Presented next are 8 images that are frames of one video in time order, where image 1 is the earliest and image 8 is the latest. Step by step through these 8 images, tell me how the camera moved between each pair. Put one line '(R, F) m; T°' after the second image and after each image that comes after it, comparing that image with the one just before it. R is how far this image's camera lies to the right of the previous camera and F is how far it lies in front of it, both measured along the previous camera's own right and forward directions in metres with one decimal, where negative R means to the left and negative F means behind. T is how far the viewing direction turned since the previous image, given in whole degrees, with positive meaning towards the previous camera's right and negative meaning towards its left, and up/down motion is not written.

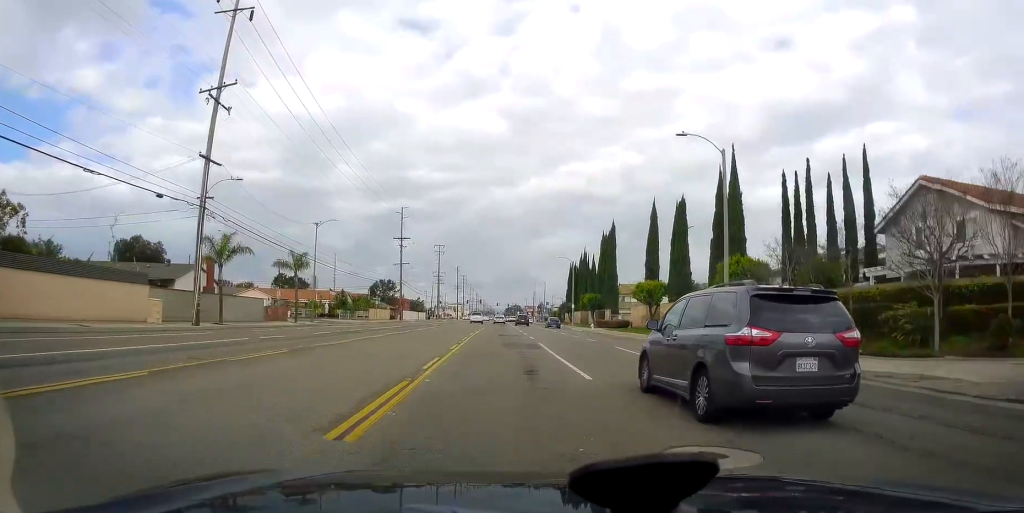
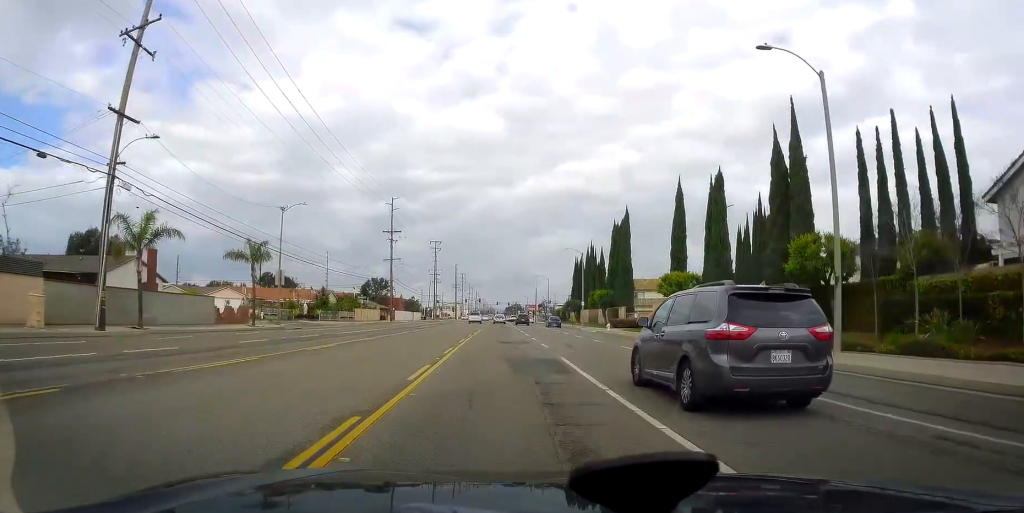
(+0.4, +9.8) m; +2°
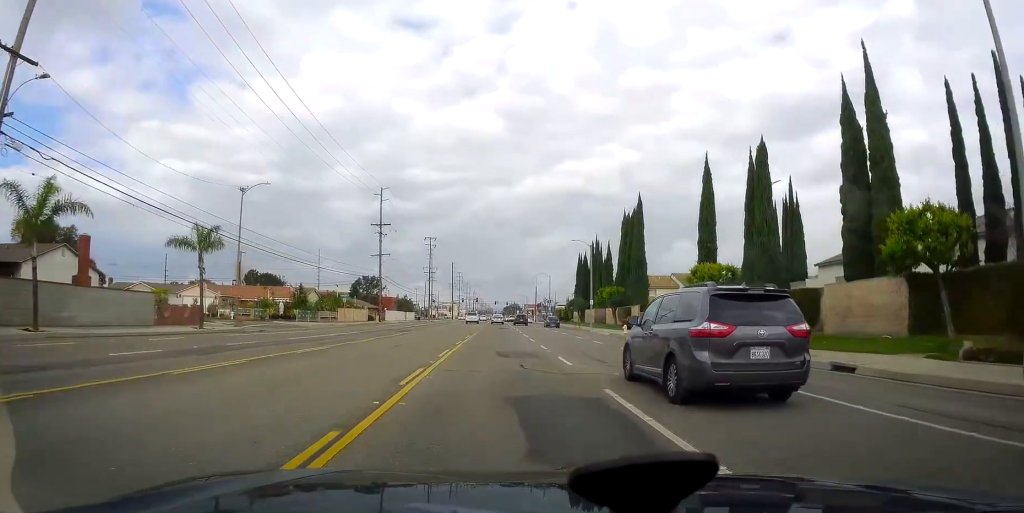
(0.0, +8.1) m; 0°
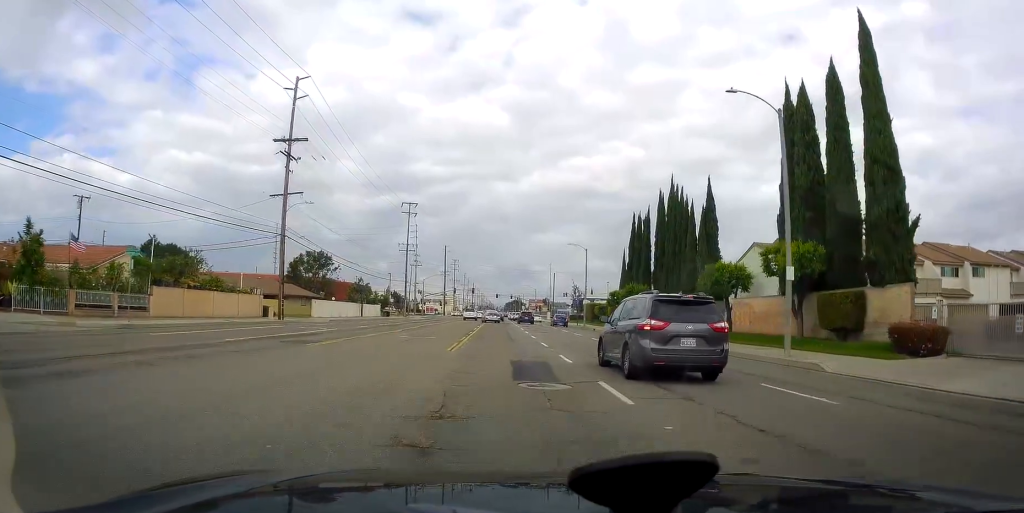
(0.0, +45.0) m; -2°
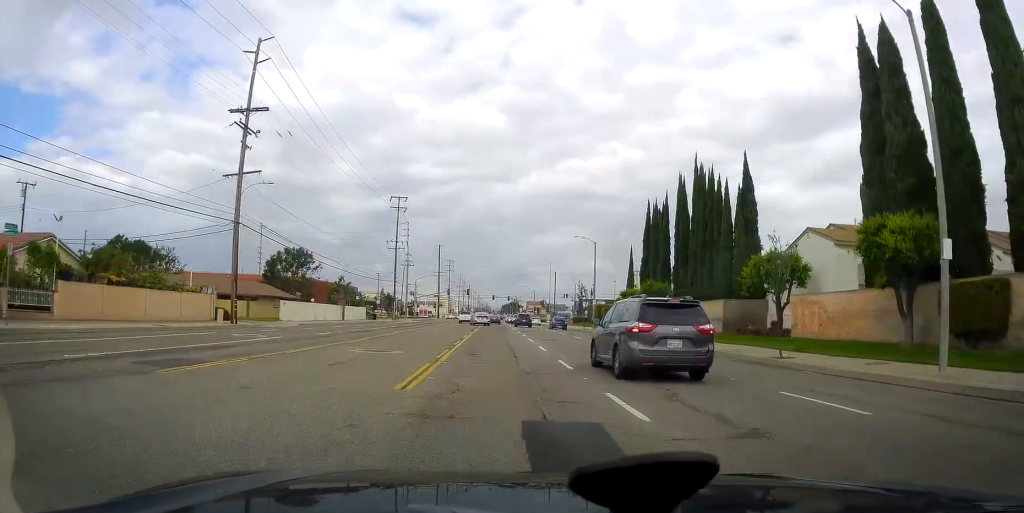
(-0.2, +8.9) m; 0°
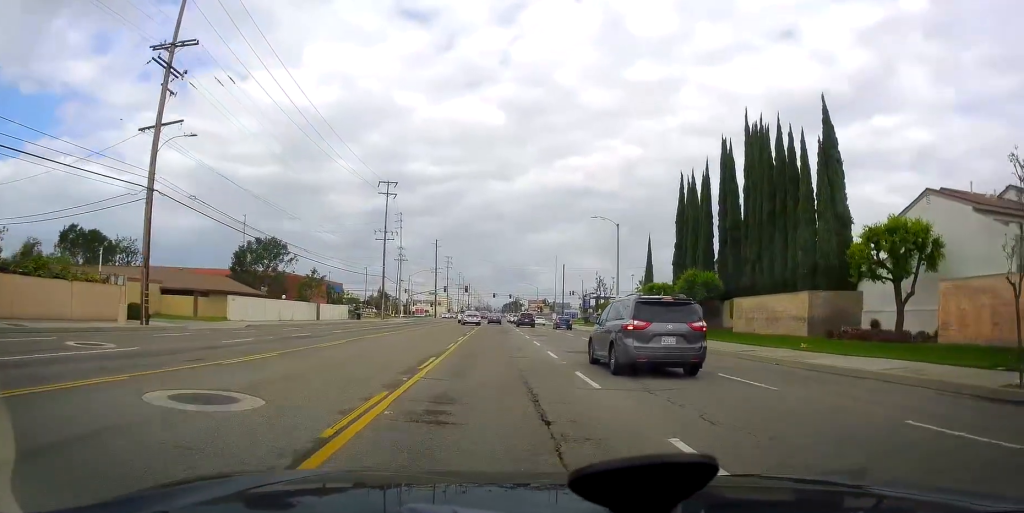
(0.0, +11.8) m; +1°
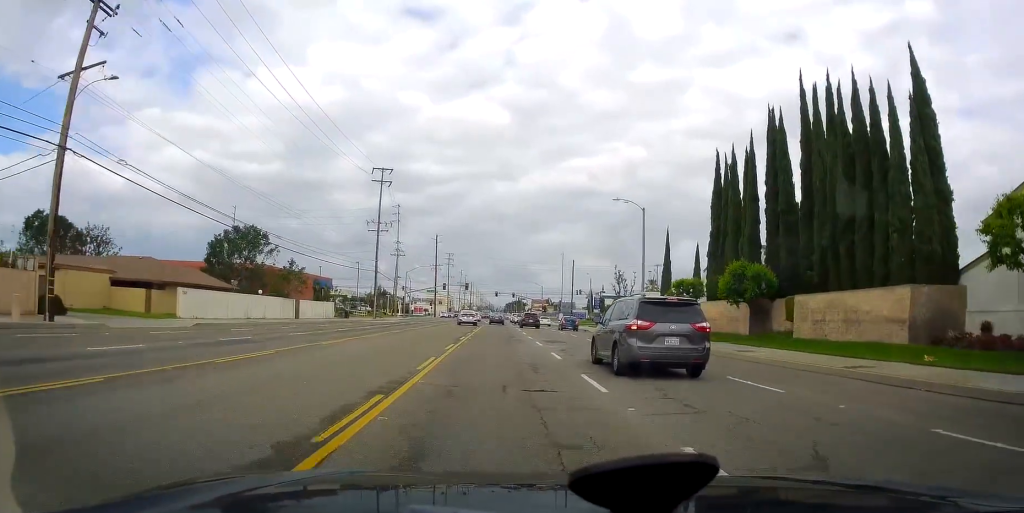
(+0.2, +8.2) m; +1°
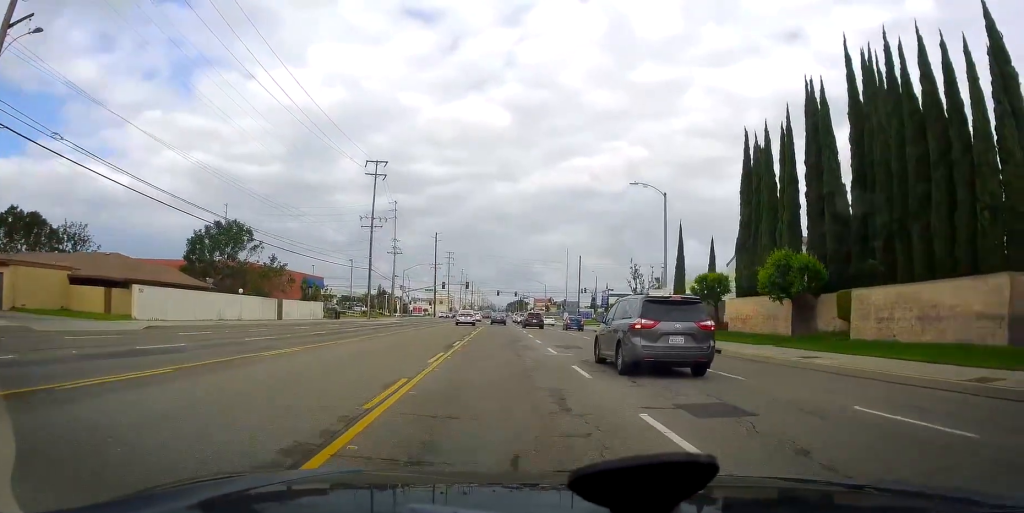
(0.0, +5.4) m; 0°
